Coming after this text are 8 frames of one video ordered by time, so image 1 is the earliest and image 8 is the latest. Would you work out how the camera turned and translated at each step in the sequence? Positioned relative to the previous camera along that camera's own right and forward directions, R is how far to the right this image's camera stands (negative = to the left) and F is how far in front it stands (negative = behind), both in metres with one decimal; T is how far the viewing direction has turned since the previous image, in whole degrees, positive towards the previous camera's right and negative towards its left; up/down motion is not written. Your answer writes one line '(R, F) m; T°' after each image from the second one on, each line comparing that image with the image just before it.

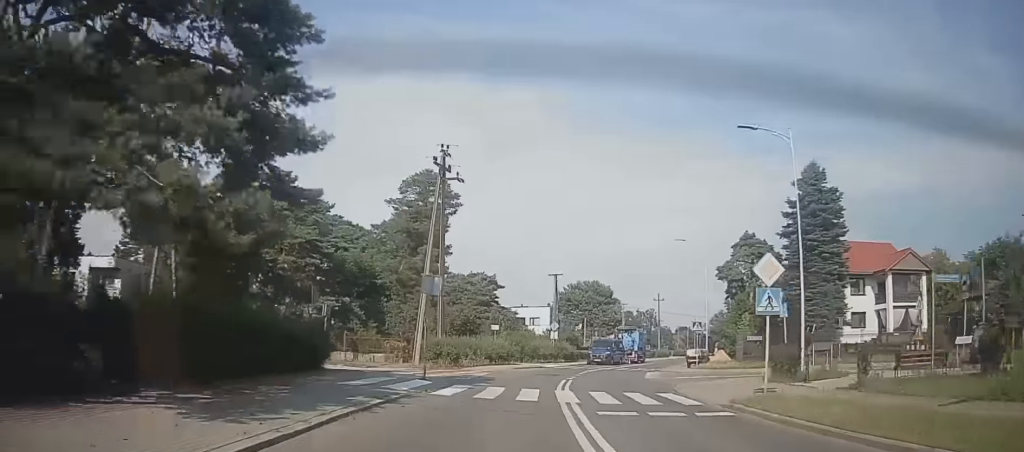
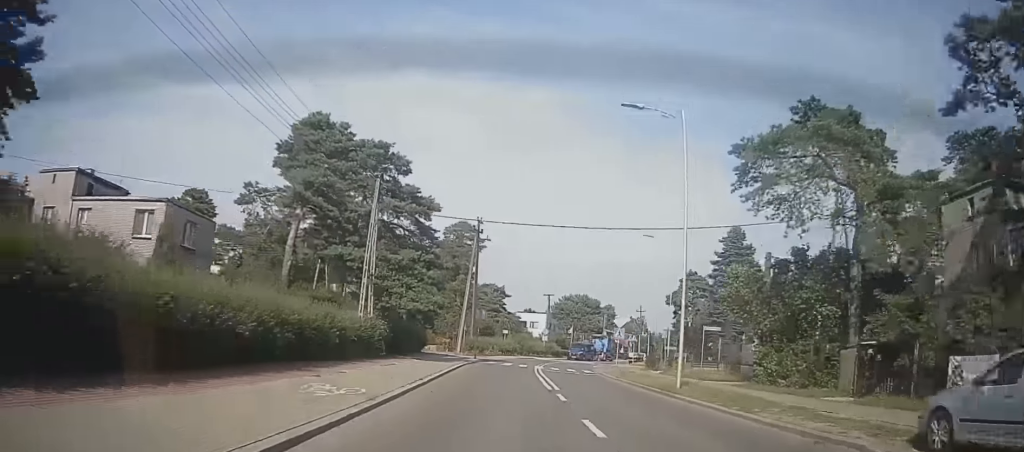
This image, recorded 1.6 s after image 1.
(-0.2, +19.0) m; -1°
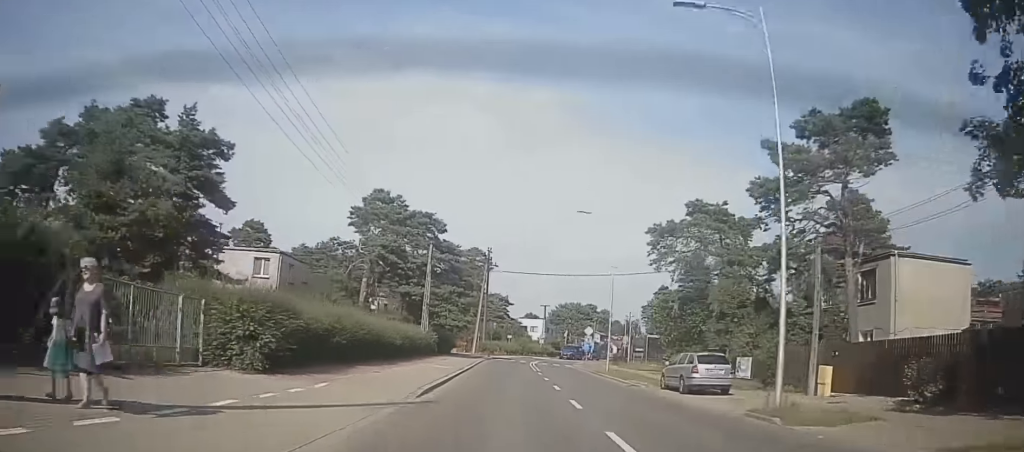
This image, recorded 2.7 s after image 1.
(-0.1, +15.8) m; 0°
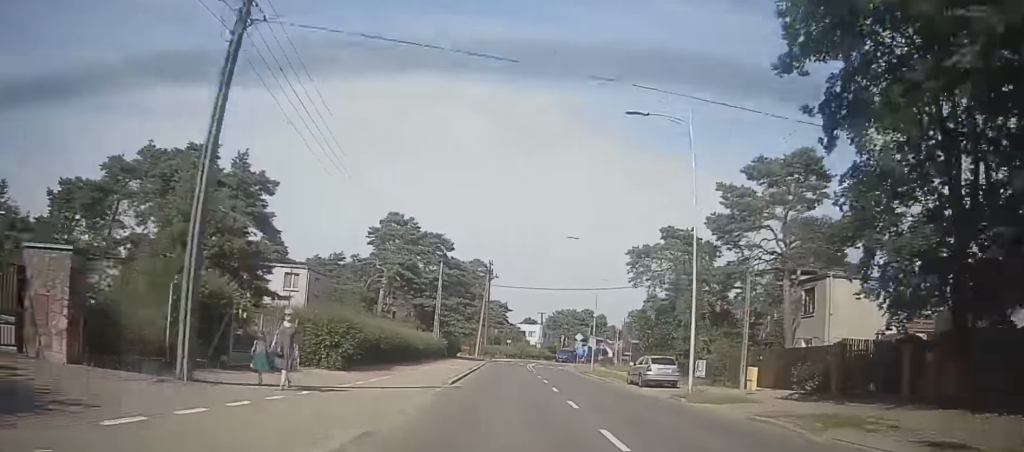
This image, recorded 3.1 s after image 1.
(-0.1, +7.7) m; +1°
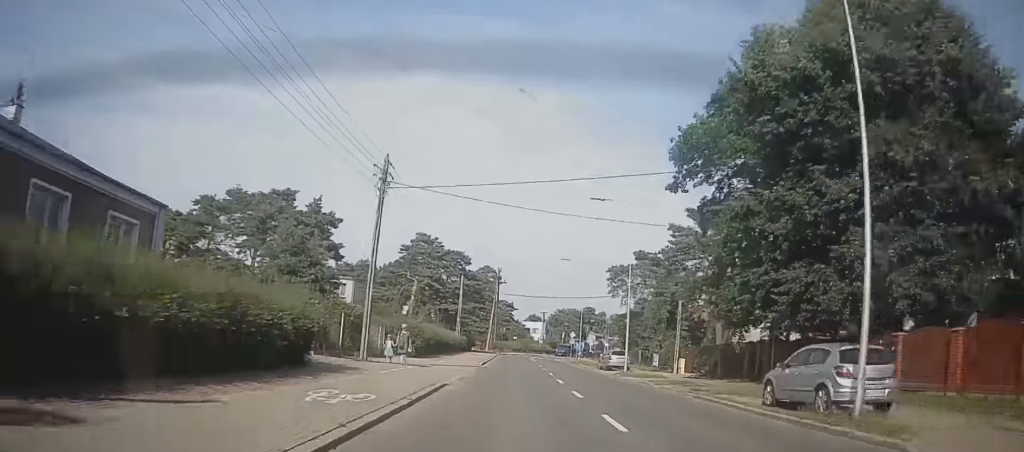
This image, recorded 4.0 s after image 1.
(+0.4, +14.8) m; +2°
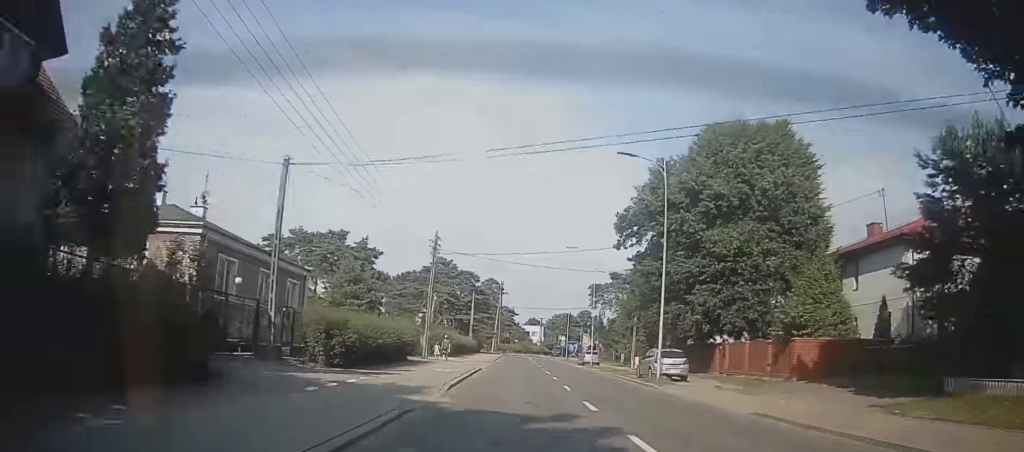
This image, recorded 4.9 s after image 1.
(+0.3, +16.6) m; 0°
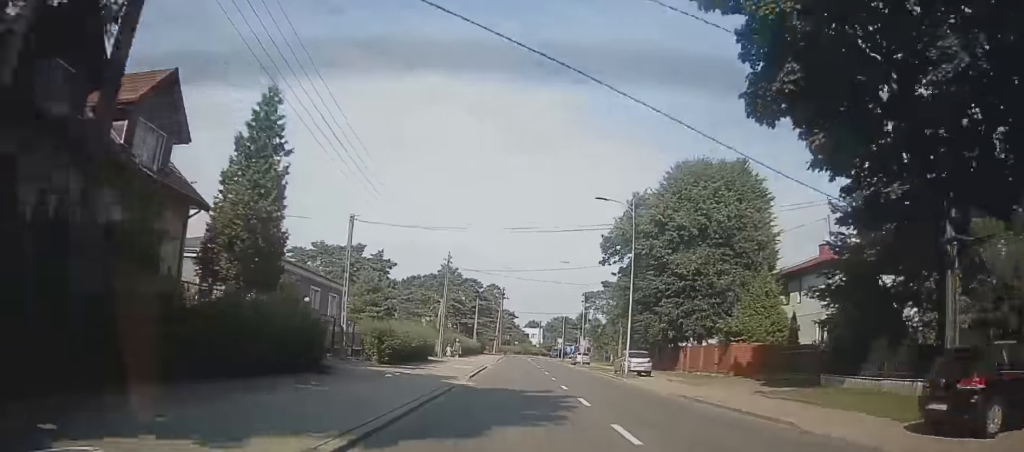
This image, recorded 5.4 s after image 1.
(-0.2, +7.4) m; -1°
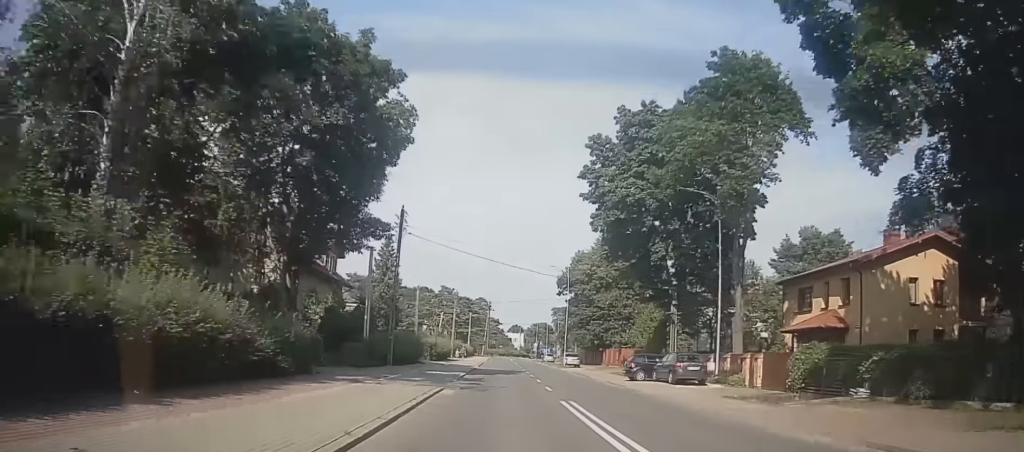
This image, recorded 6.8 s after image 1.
(-0.2, +22.1) m; -1°
